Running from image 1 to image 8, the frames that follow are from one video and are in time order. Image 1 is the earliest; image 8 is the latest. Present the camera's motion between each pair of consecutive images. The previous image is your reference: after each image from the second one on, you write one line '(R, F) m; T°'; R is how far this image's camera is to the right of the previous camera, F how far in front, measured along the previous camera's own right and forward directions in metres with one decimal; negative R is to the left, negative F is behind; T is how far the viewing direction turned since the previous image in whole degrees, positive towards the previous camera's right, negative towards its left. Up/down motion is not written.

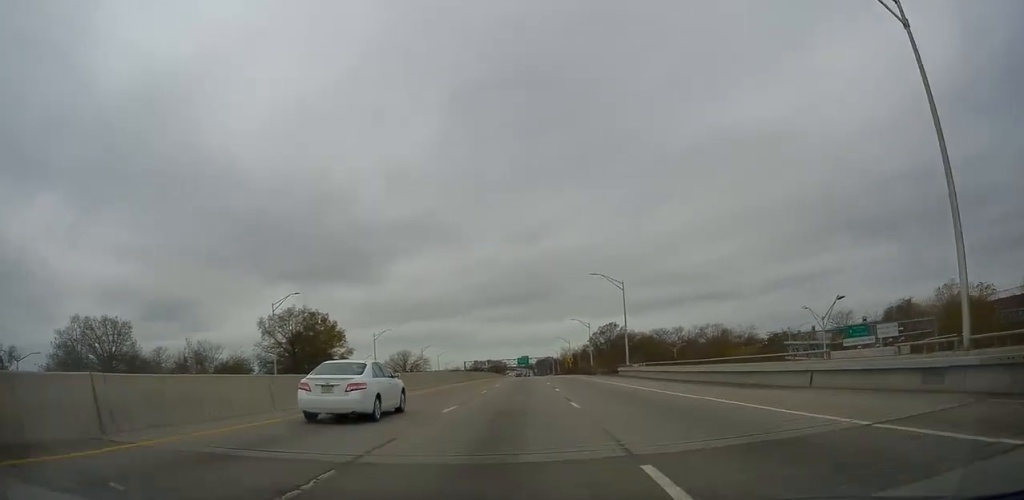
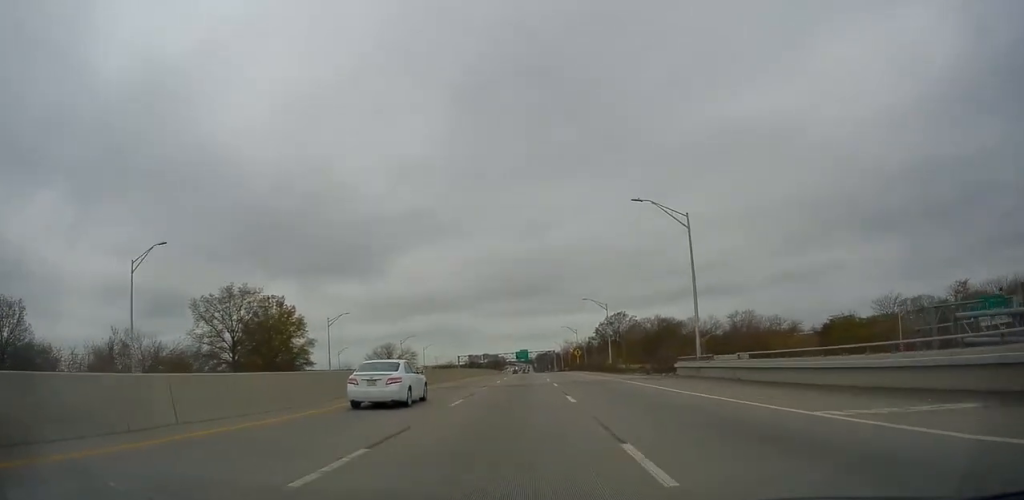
(-0.3, +23.3) m; -1°
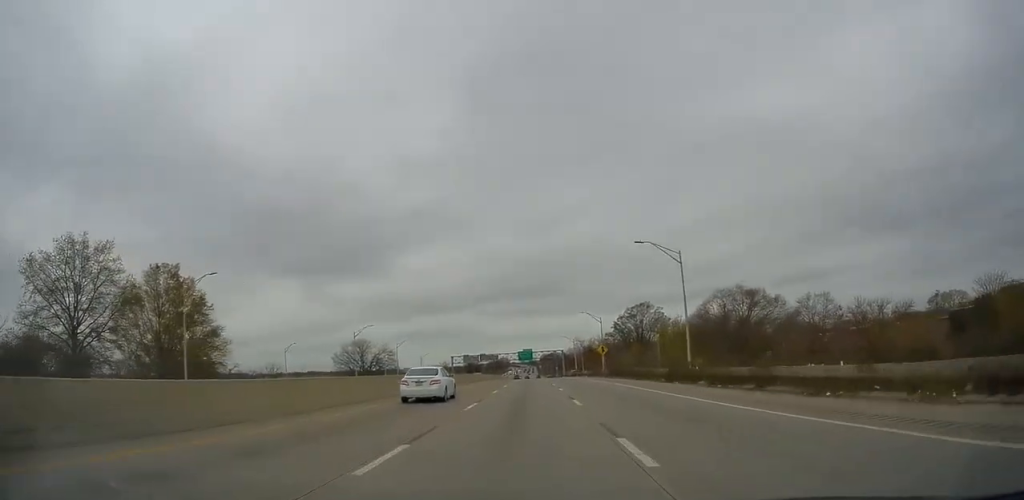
(-0.2, +35.6) m; -1°
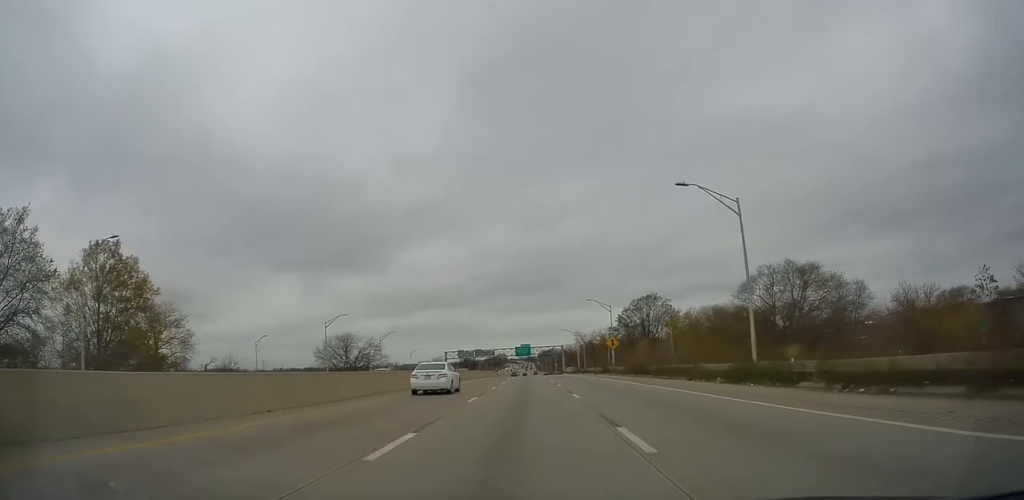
(-0.1, +12.1) m; 0°
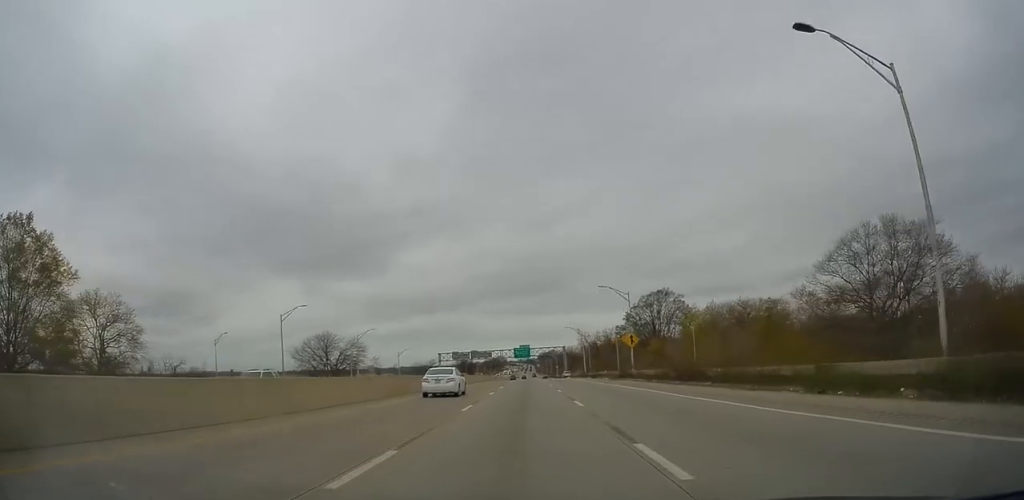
(0.0, +14.3) m; 0°
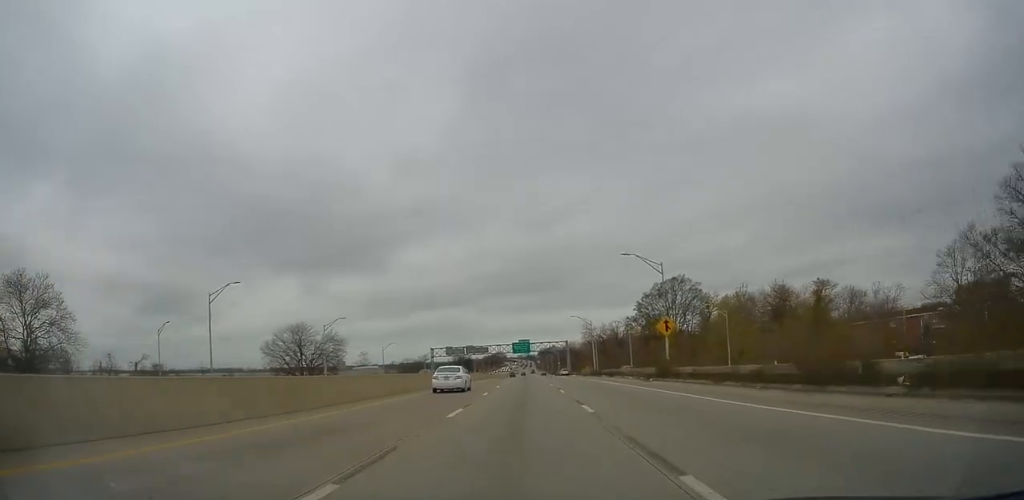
(+0.1, +15.7) m; 0°
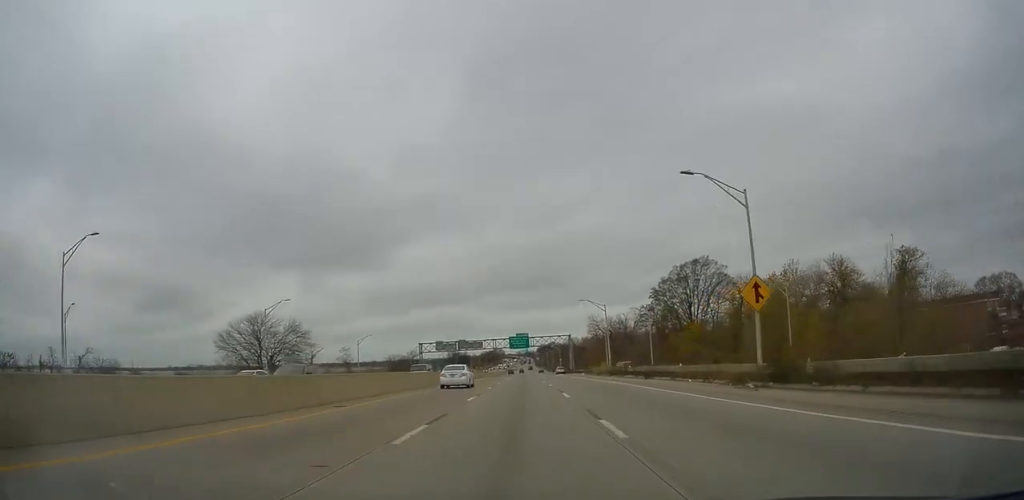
(-0.2, +18.6) m; 0°
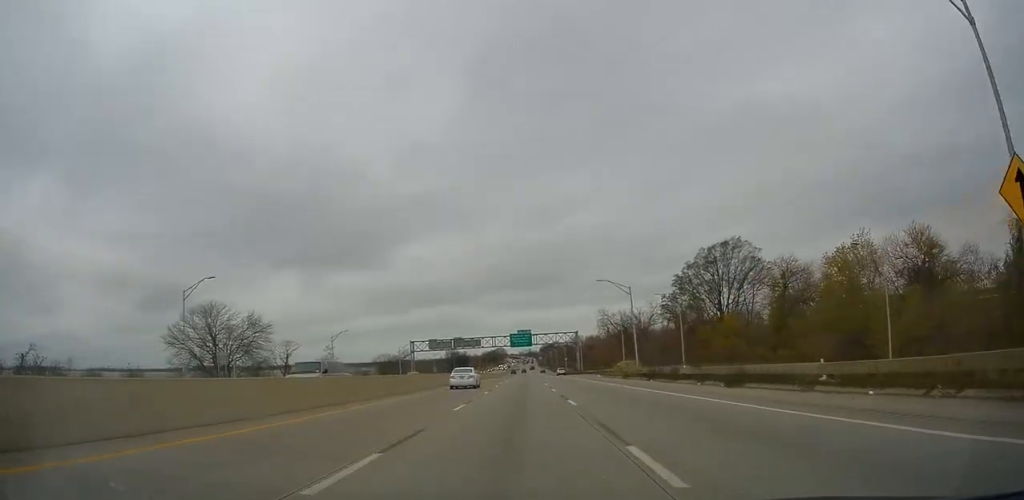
(0.0, +16.7) m; 0°
